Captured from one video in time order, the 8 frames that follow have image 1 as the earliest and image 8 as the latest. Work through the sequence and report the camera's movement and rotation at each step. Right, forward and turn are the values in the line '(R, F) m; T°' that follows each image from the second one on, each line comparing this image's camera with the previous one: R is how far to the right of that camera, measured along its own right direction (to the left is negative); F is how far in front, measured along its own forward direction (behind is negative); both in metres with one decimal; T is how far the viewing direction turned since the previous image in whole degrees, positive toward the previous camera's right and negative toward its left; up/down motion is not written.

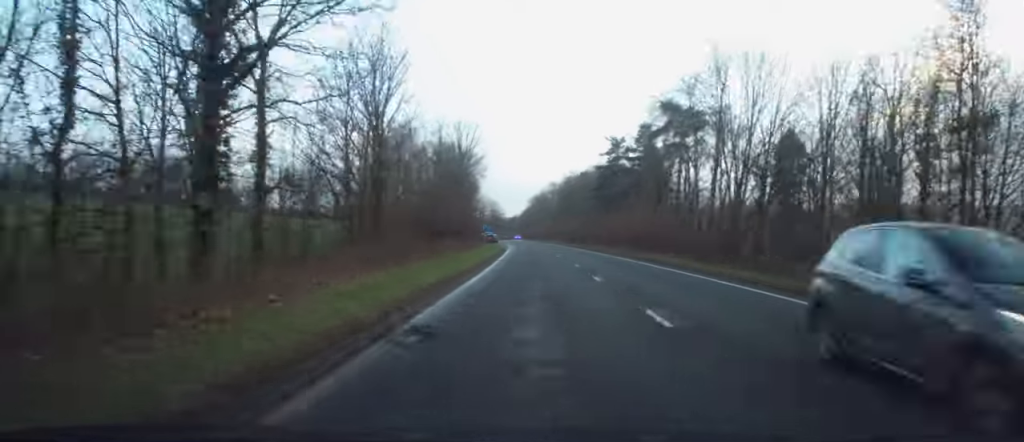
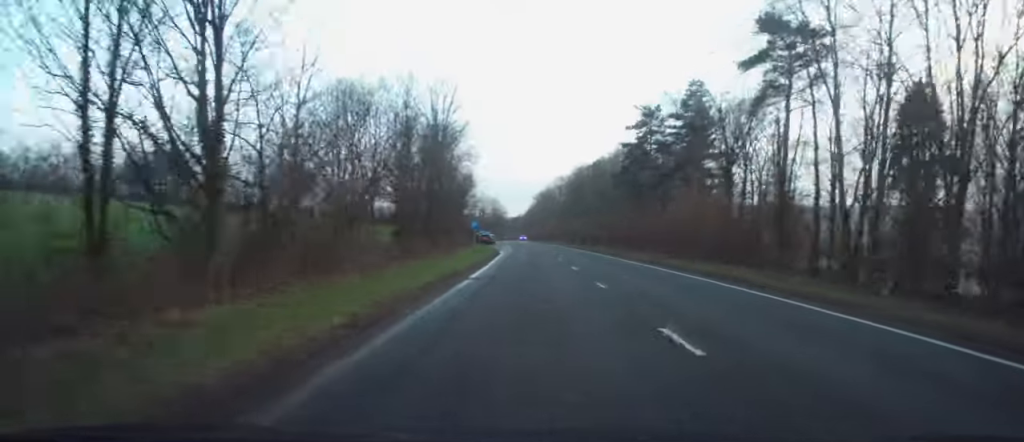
(-0.1, +19.9) m; -1°
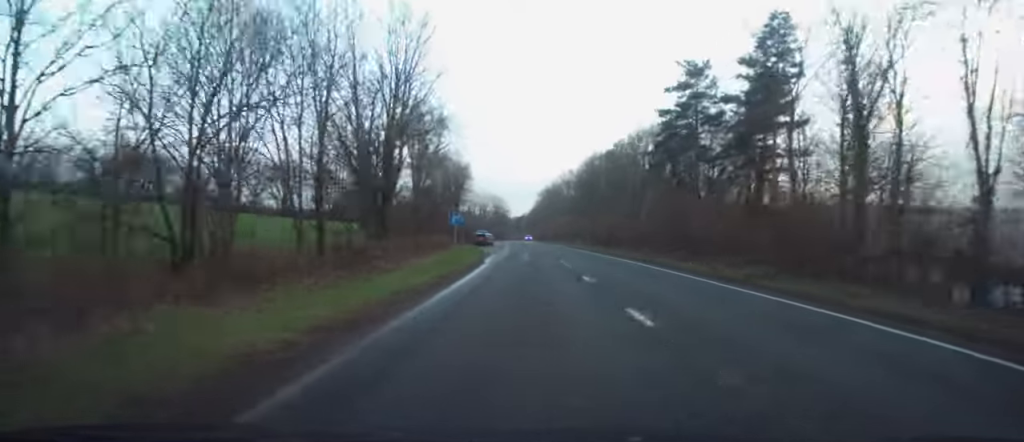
(+0.1, +15.6) m; 0°
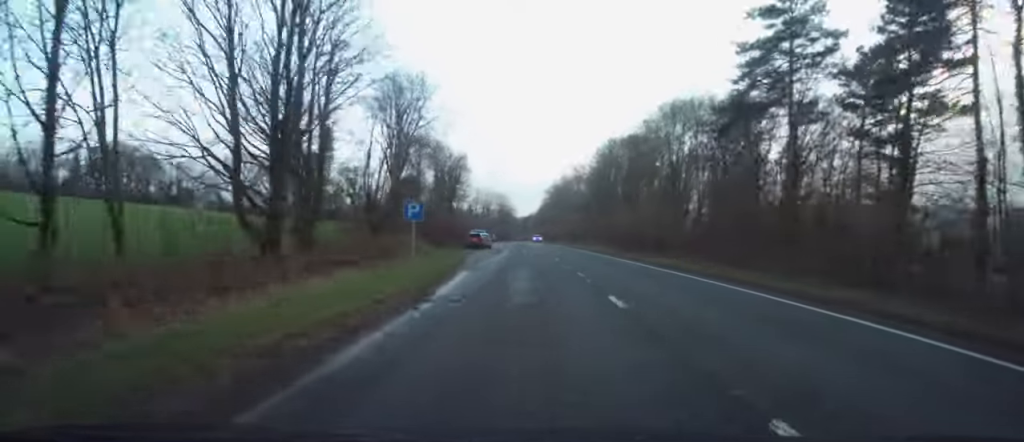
(-0.2, +15.9) m; -1°
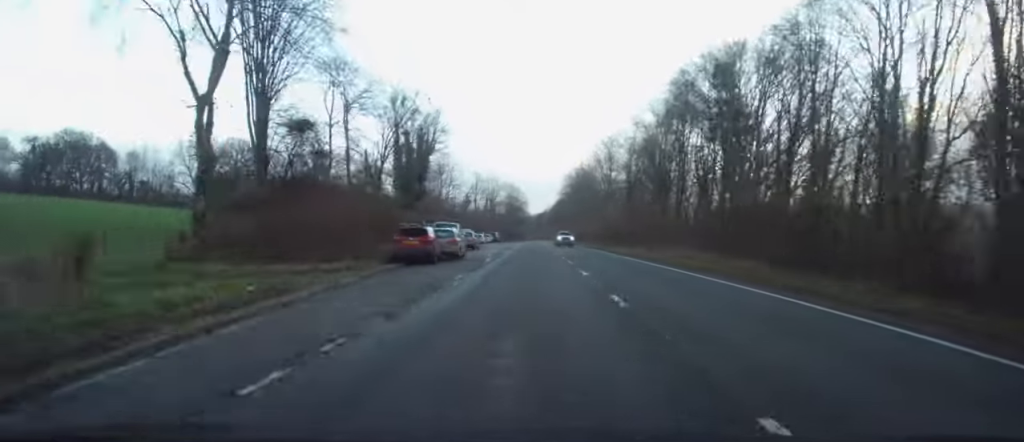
(-0.6, +35.7) m; -1°
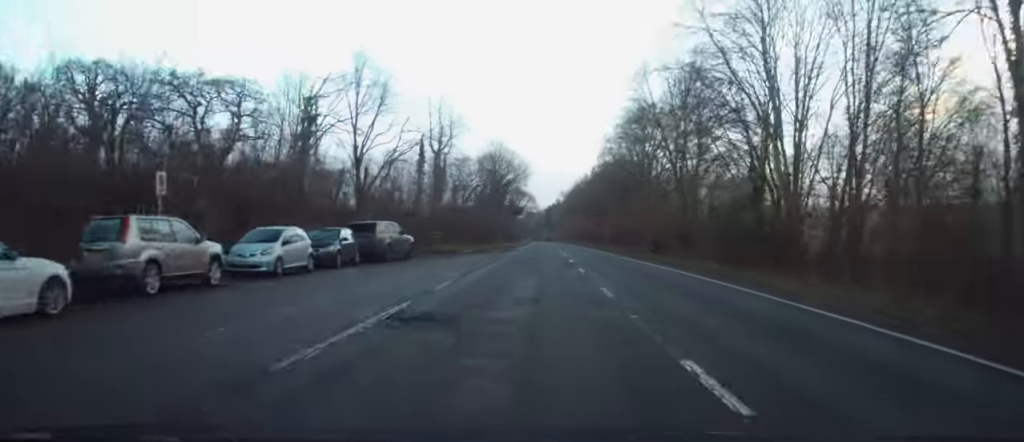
(-0.5, +87.2) m; -1°
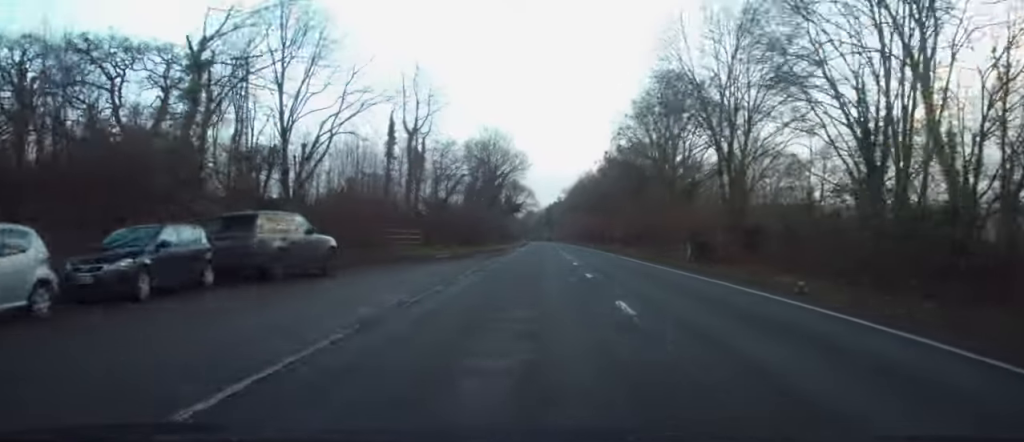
(-0.1, +12.2) m; 0°
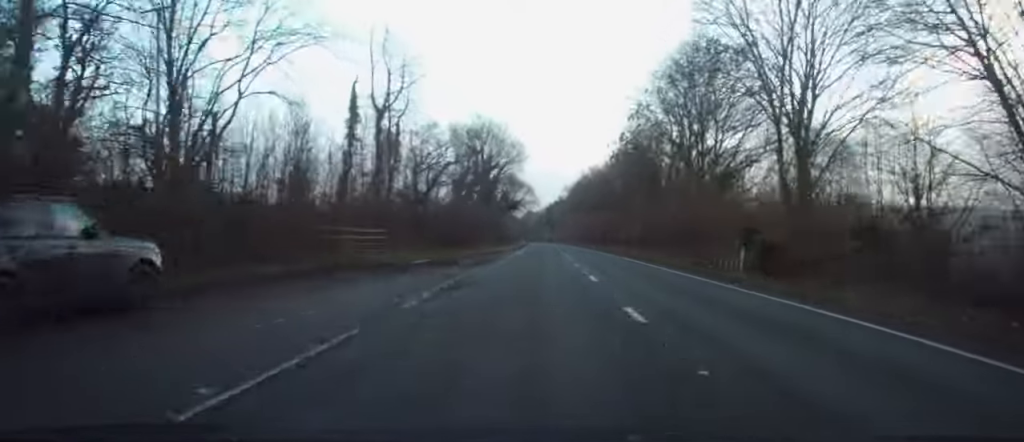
(+0.1, +9.7) m; 0°
